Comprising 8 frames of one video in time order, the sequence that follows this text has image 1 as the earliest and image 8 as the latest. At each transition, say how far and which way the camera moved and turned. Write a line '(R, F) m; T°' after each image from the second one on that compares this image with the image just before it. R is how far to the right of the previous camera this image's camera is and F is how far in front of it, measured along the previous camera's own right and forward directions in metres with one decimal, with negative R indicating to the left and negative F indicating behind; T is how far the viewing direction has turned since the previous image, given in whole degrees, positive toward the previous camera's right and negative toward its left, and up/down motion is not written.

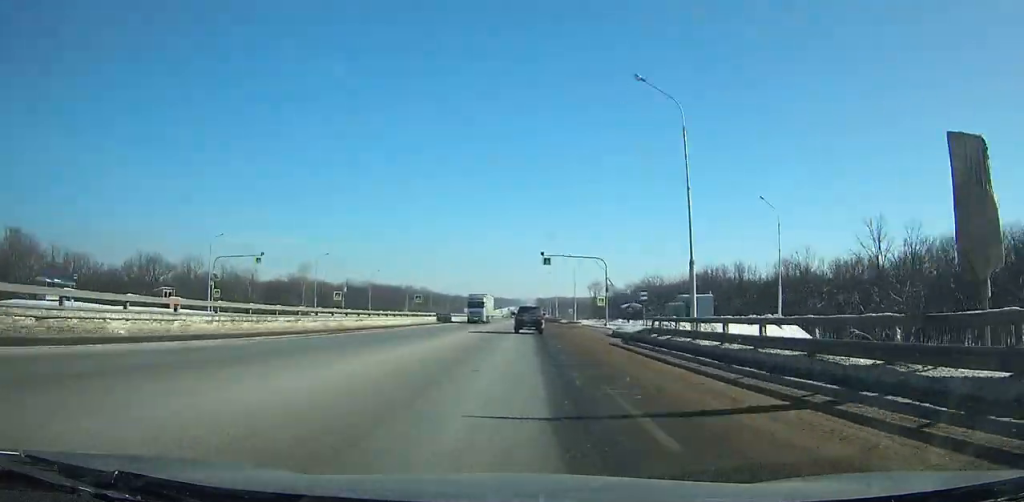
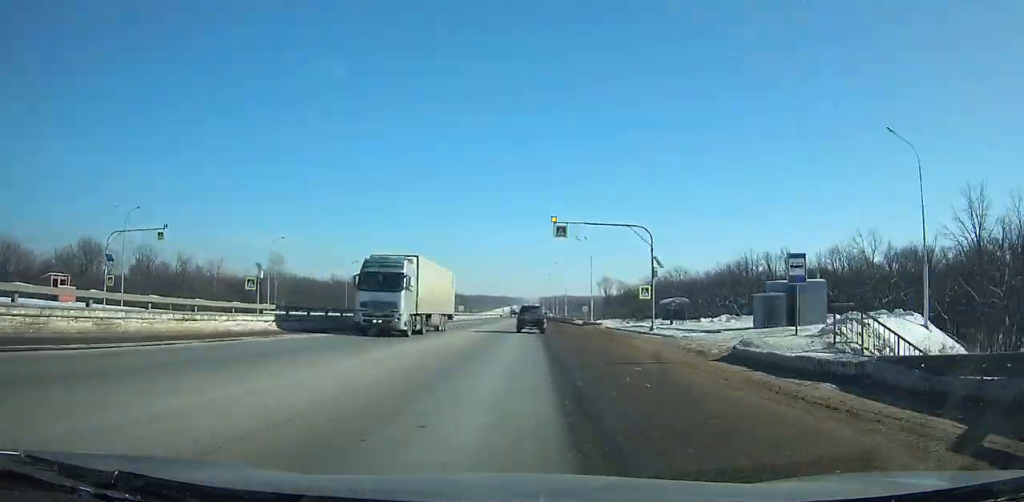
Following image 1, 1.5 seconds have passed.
(-0.1, +22.5) m; 0°
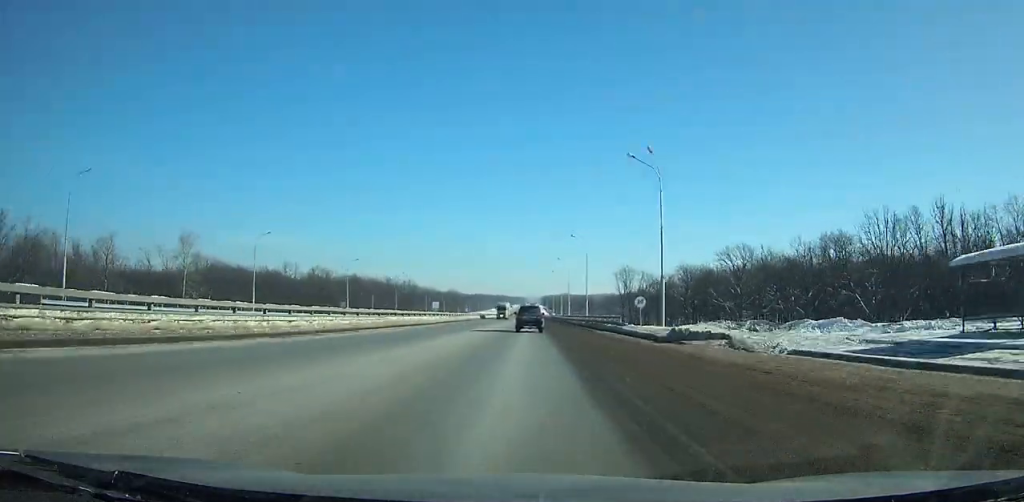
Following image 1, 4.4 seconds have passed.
(-0.4, +44.4) m; +1°
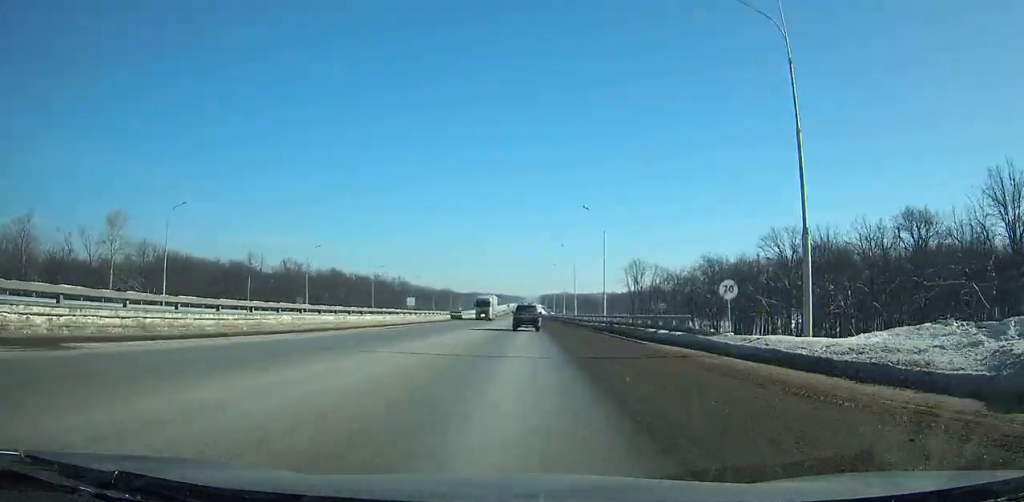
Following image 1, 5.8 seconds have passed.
(+0.5, +22.9) m; +1°
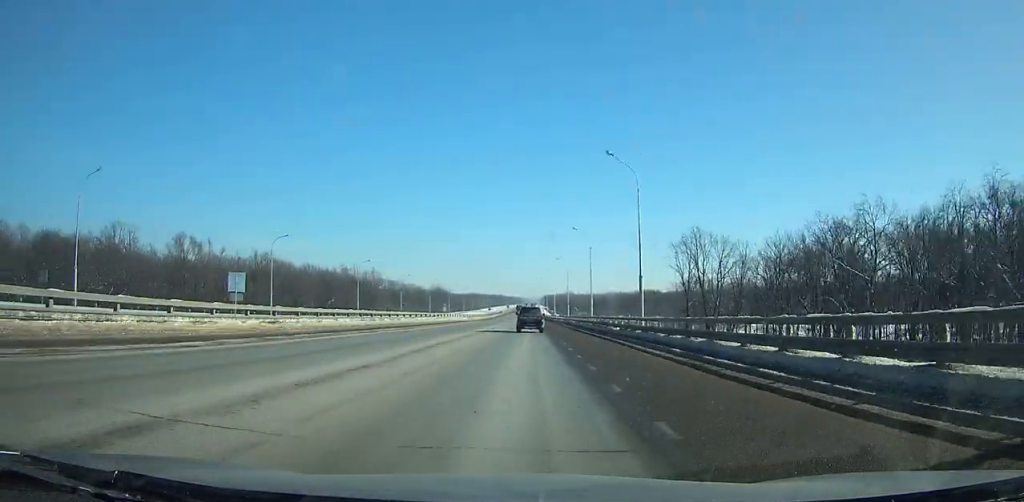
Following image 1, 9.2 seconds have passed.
(+0.5, +58.3) m; 0°
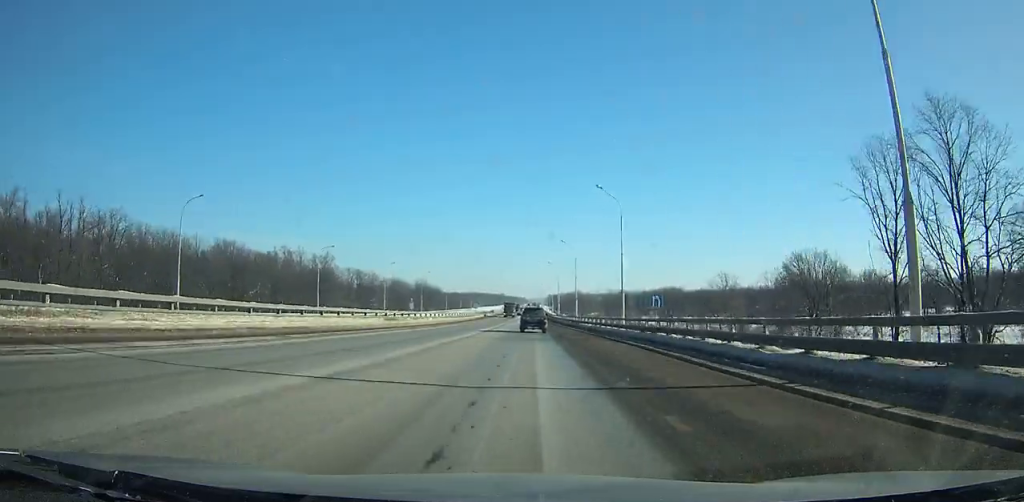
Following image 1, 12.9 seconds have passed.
(-0.5, +66.9) m; 0°
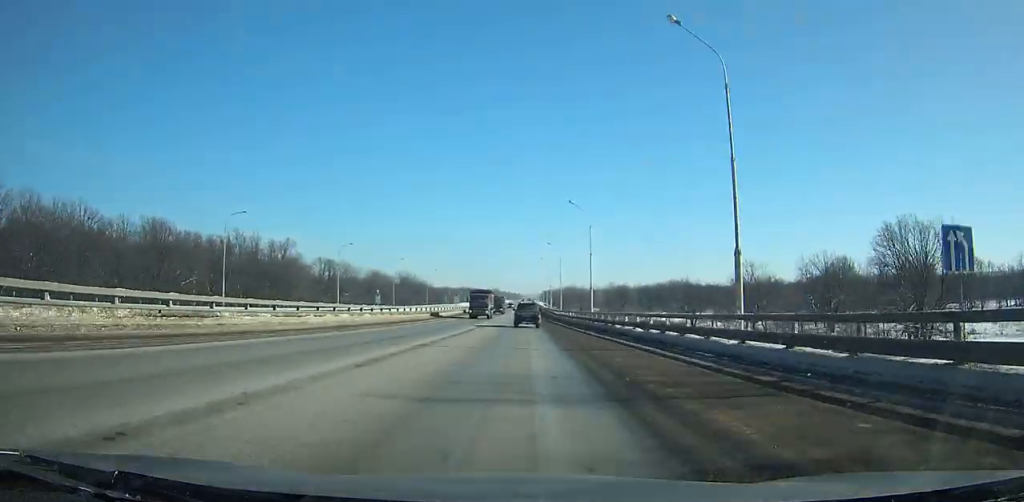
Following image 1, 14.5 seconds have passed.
(+0.1, +30.2) m; 0°
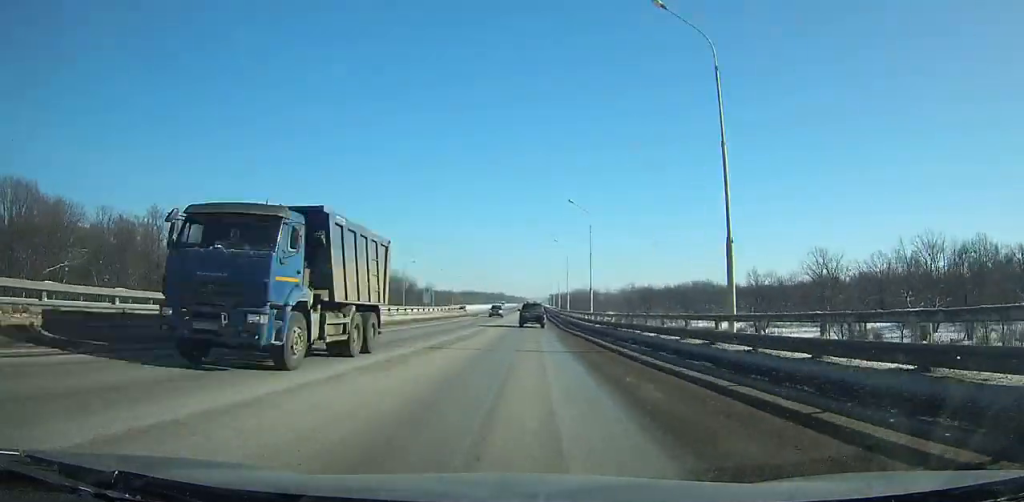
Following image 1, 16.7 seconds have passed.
(0.0, +42.0) m; 0°
